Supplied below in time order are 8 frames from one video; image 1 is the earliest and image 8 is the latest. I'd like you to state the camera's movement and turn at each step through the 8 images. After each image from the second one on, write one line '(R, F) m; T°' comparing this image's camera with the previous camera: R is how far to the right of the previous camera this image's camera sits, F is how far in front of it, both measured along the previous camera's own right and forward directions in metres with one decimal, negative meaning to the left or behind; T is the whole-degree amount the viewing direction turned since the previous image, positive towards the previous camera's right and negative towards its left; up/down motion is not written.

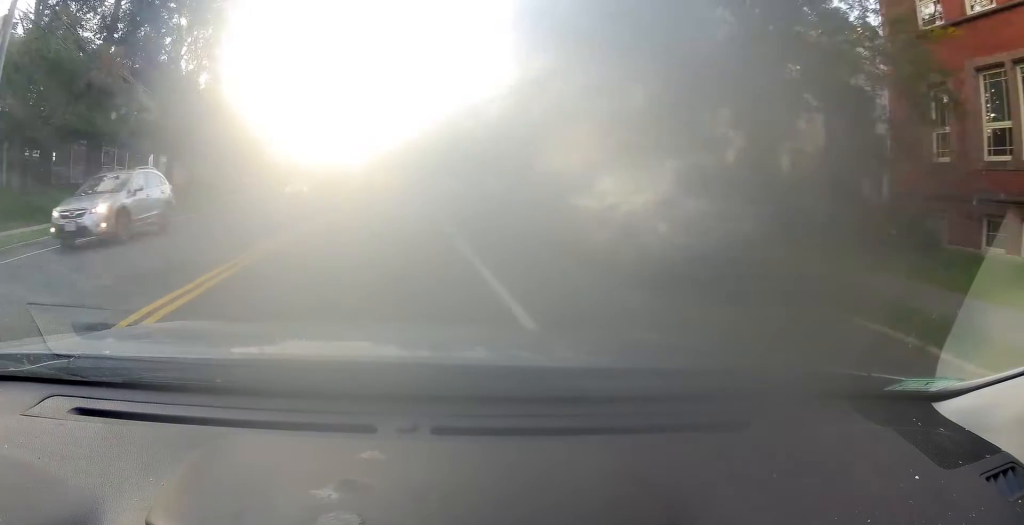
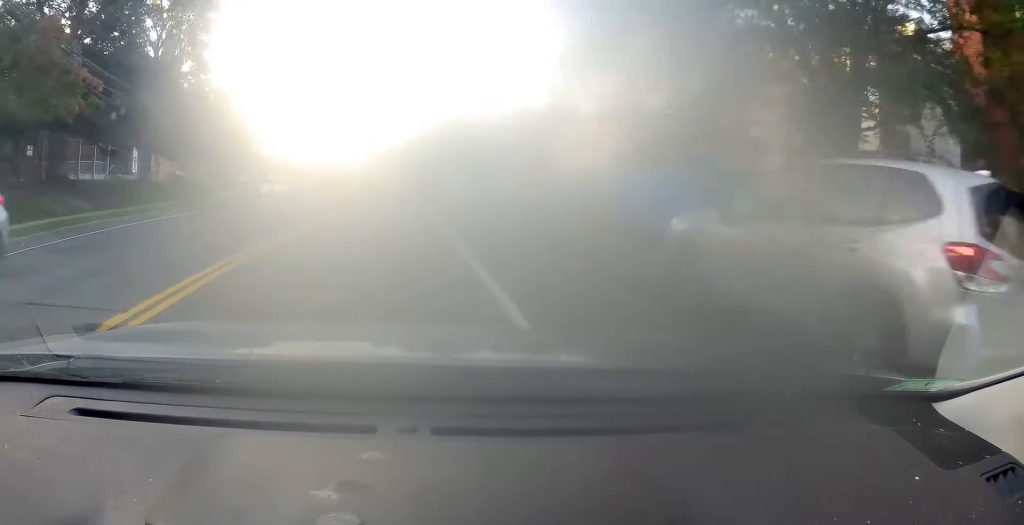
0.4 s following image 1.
(+0.1, +4.1) m; 0°
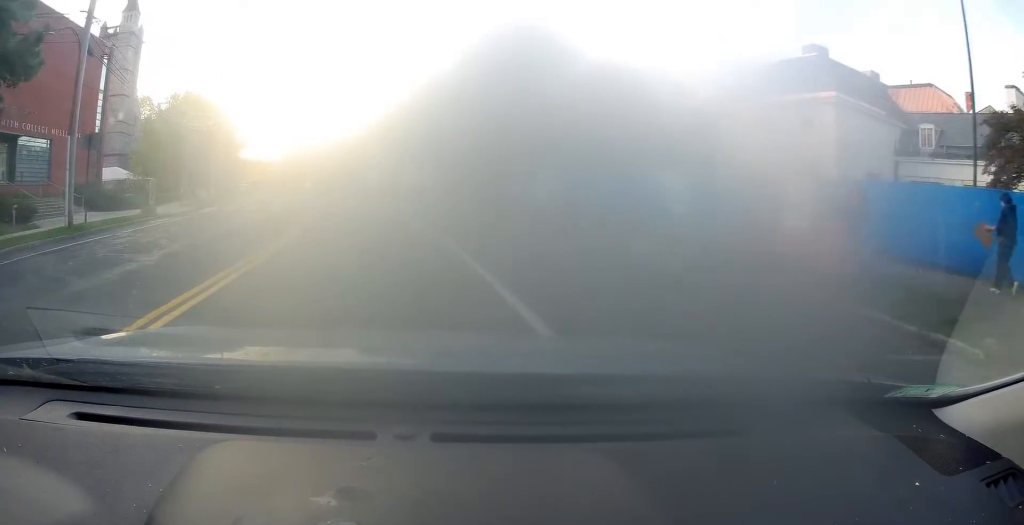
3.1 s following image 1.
(-1.8, +28.1) m; -5°
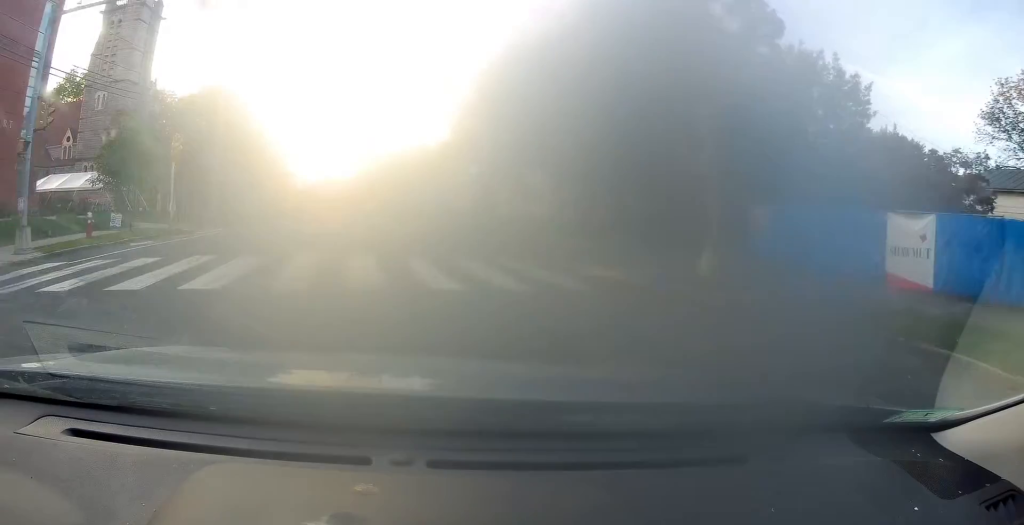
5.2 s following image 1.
(-1.2, +22.3) m; -9°
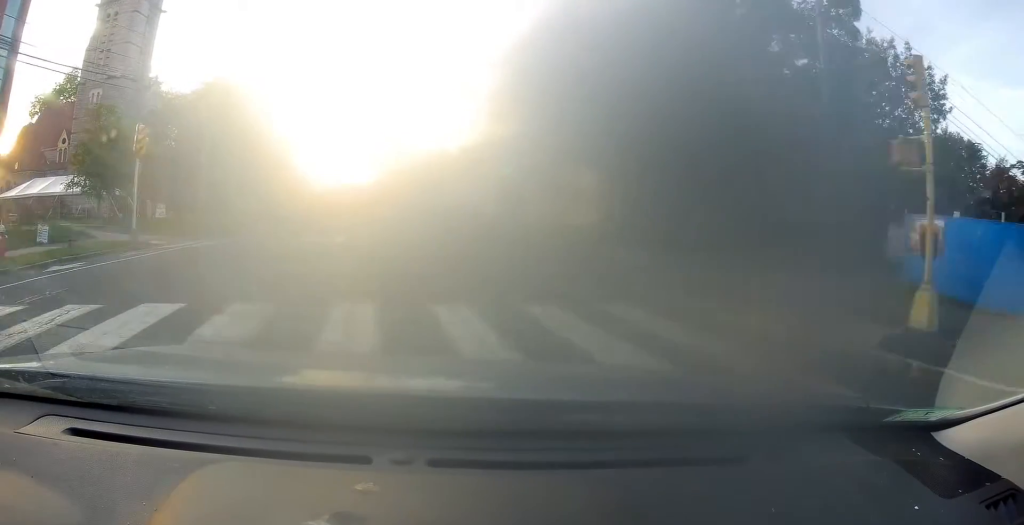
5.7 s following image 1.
(-0.2, +6.1) m; -3°
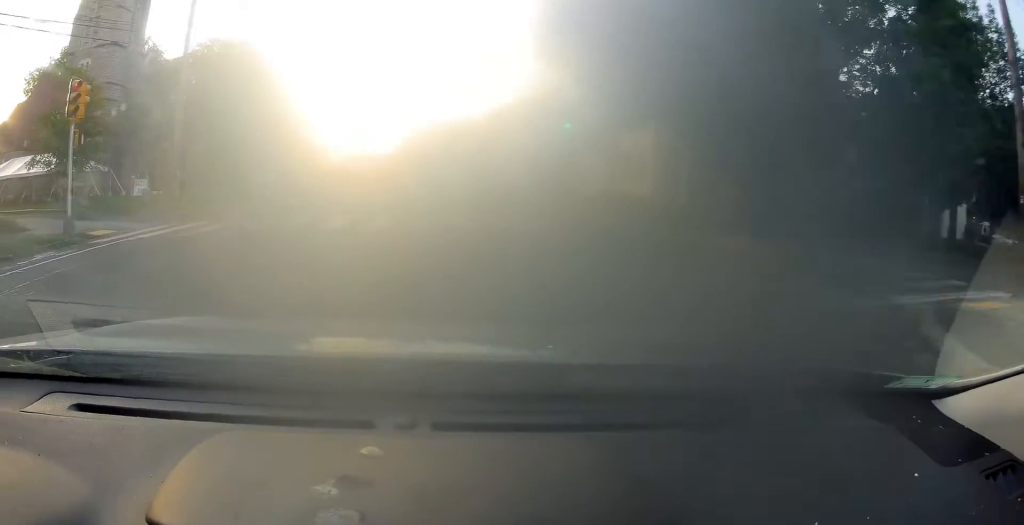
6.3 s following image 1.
(-0.1, +6.2) m; -1°
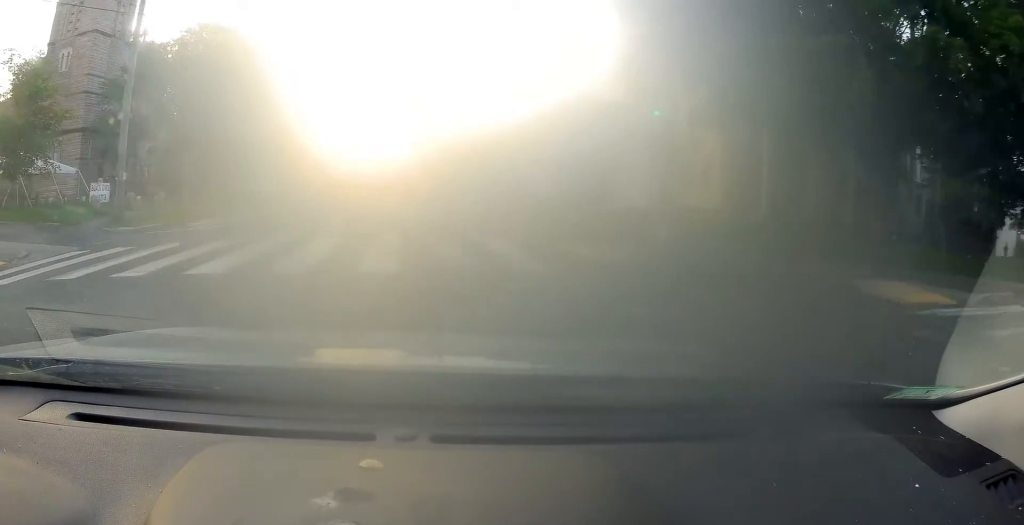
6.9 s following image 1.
(0.0, +6.6) m; -1°
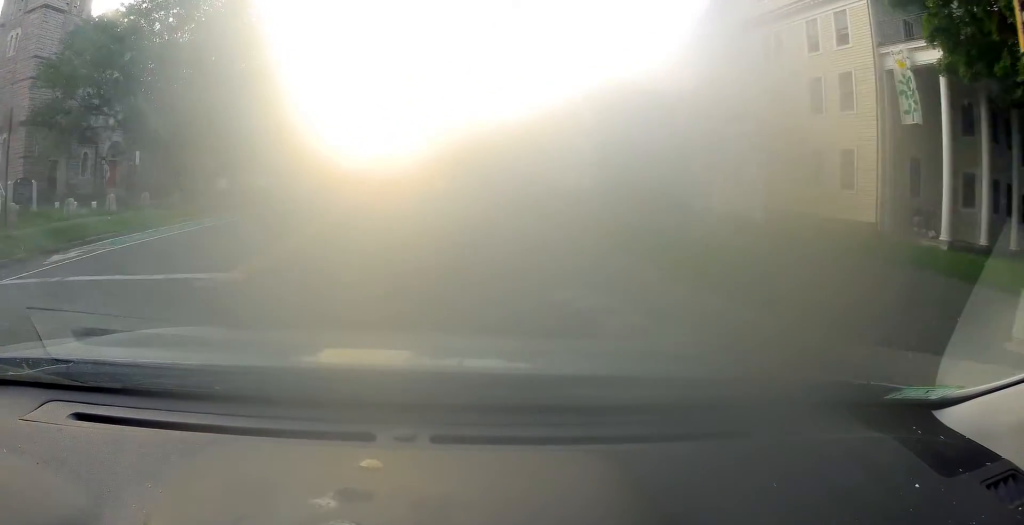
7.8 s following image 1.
(-0.1, +10.0) m; -2°
